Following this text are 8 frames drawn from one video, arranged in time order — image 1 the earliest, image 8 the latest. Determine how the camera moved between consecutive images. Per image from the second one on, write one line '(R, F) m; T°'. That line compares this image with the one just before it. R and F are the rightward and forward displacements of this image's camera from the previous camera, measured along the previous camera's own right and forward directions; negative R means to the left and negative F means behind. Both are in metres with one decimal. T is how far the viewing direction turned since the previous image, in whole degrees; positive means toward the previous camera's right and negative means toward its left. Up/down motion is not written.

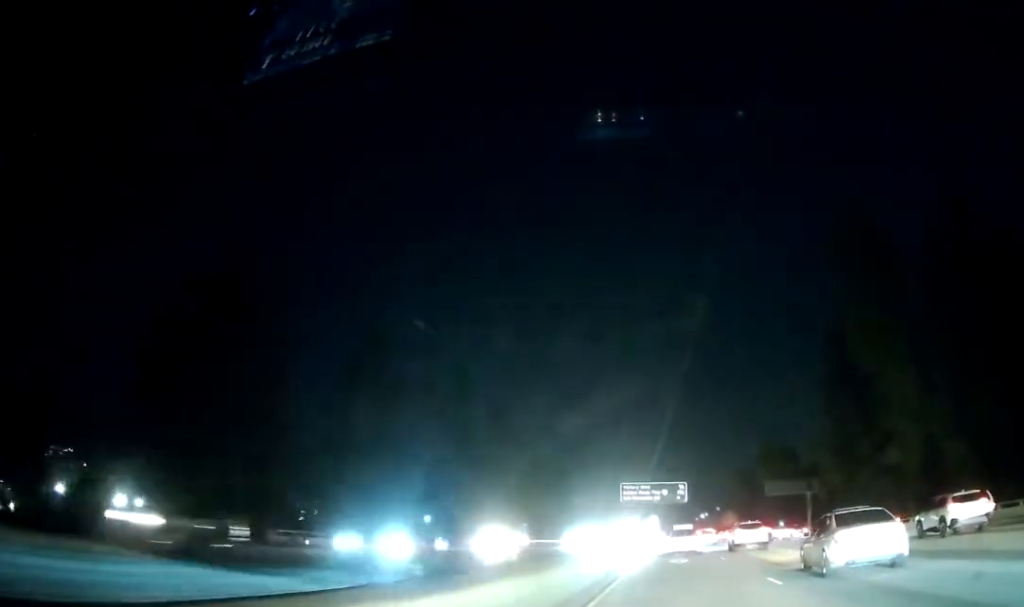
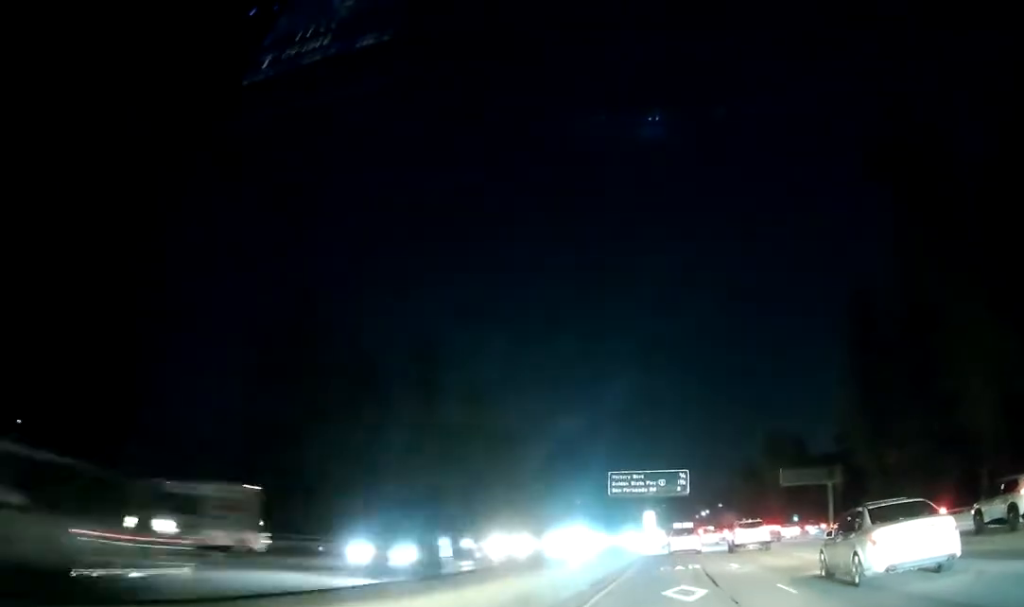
(0.0, +16.7) m; 0°
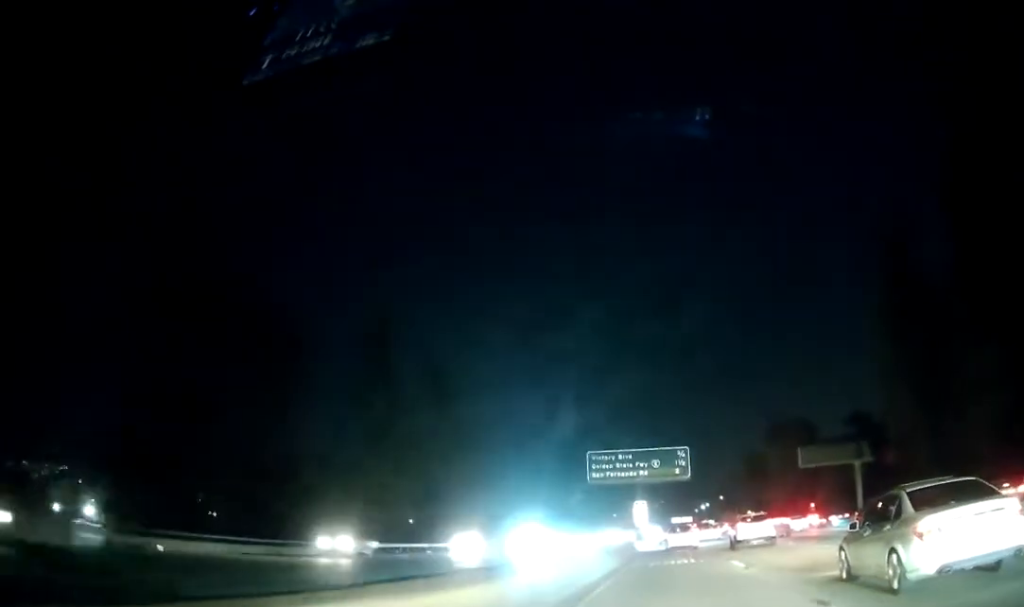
(0.0, +17.1) m; 0°
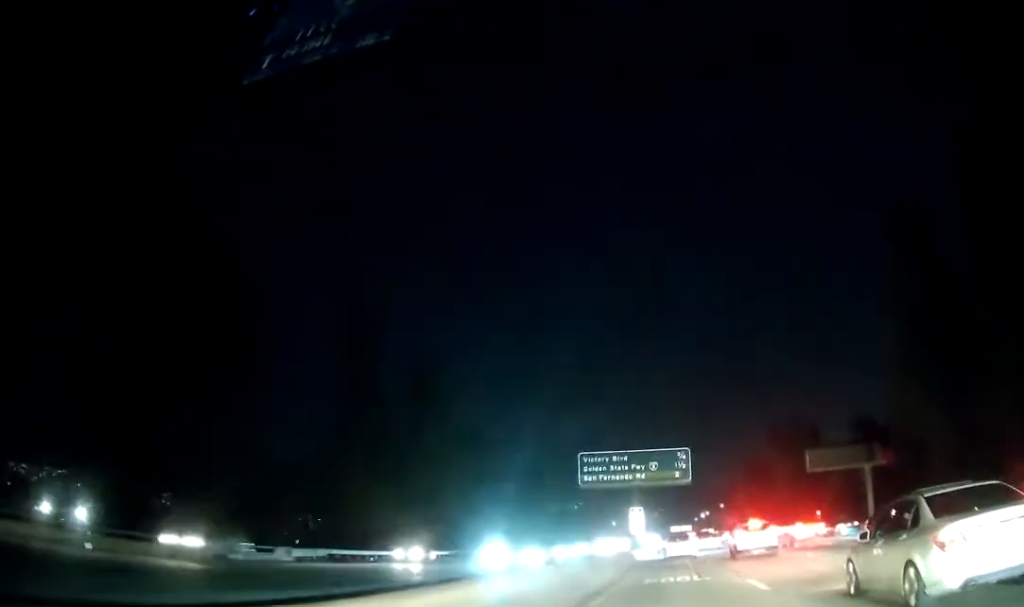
(0.0, +5.4) m; 0°
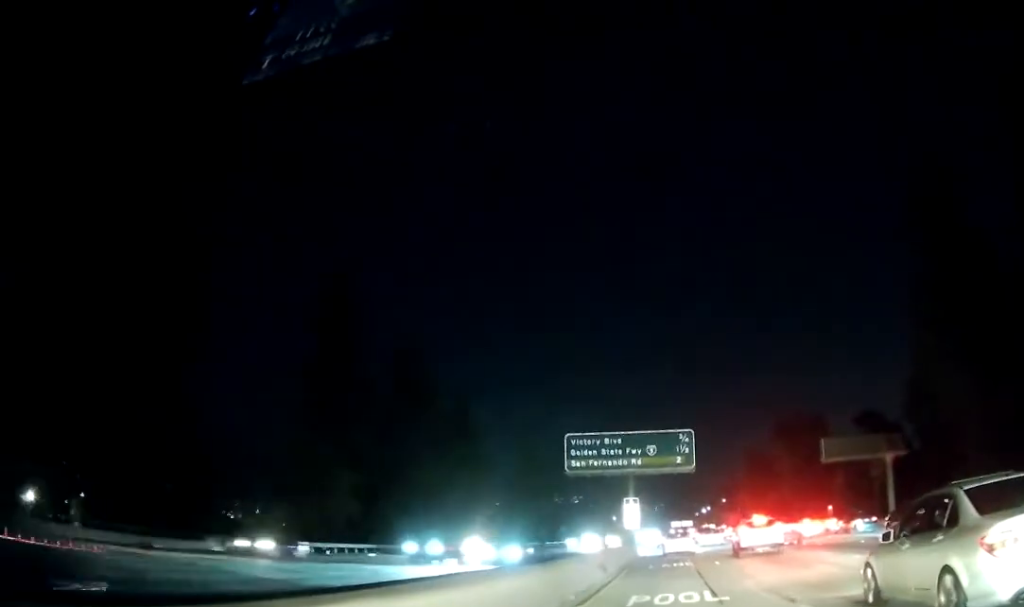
(0.0, +7.4) m; 0°
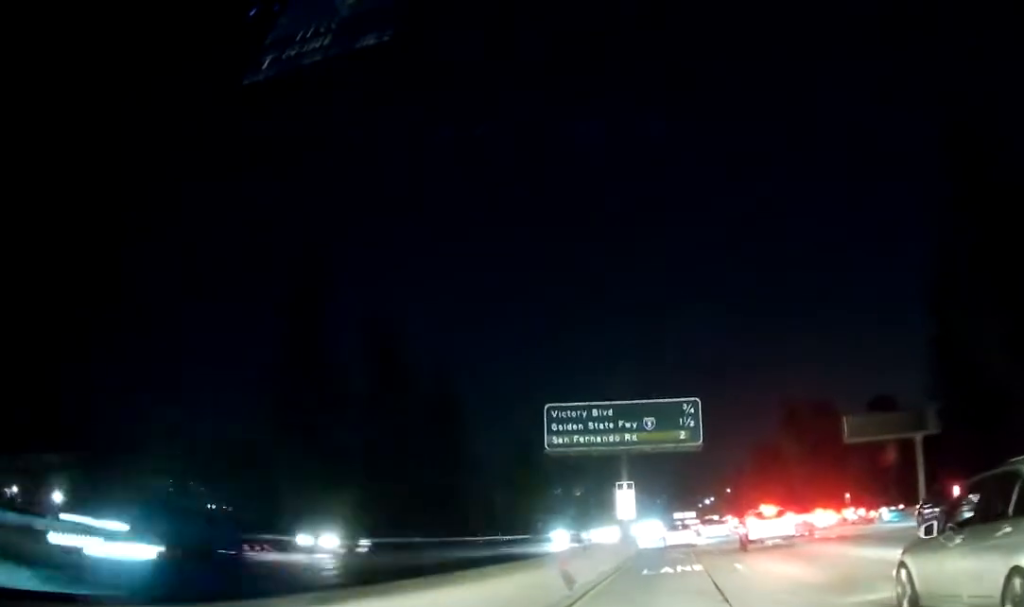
(0.0, +8.9) m; +1°
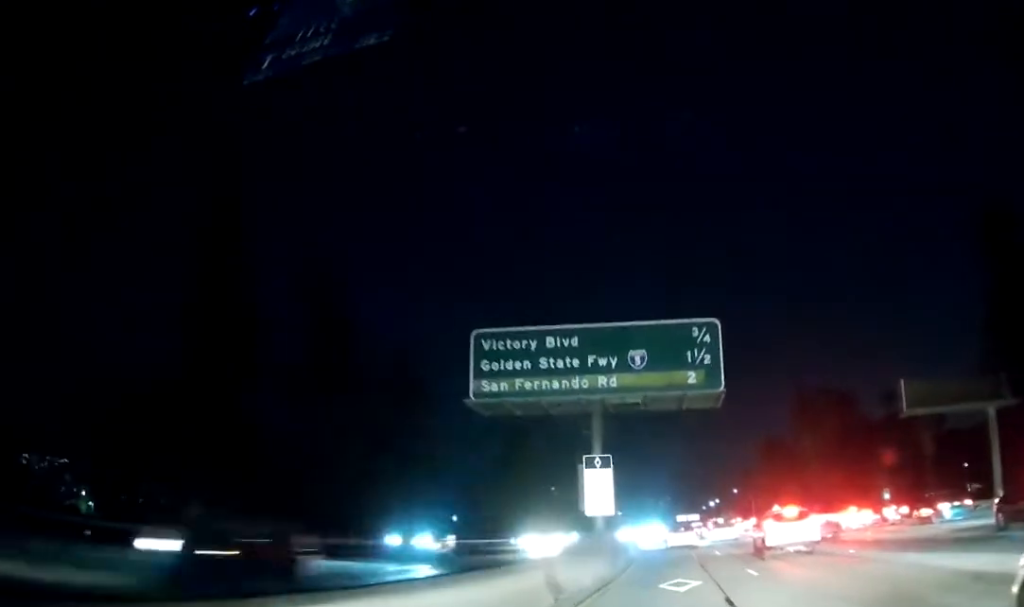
(+0.2, +16.7) m; 0°
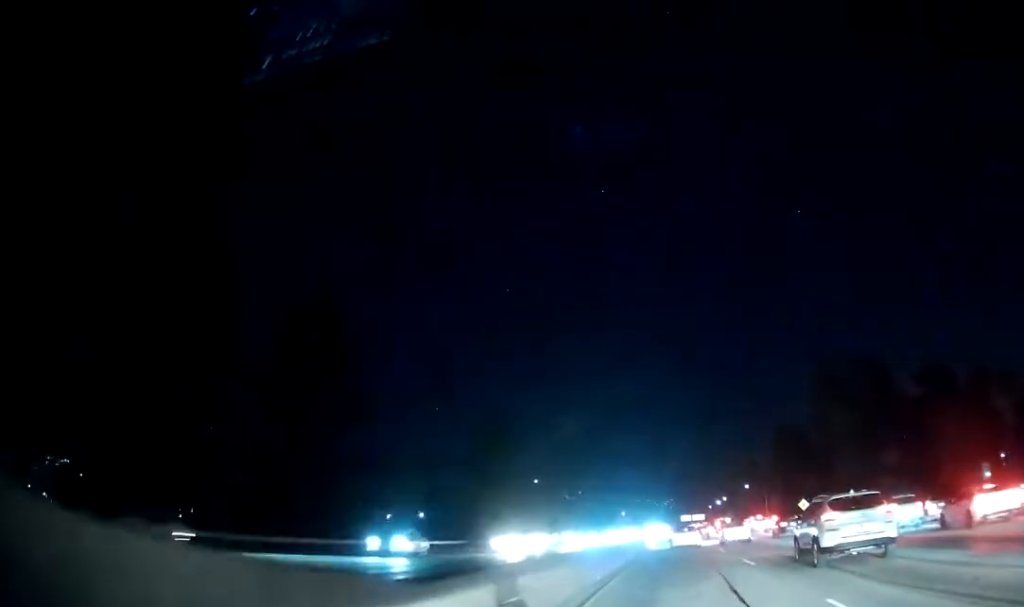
(-0.4, +25.5) m; -2°
